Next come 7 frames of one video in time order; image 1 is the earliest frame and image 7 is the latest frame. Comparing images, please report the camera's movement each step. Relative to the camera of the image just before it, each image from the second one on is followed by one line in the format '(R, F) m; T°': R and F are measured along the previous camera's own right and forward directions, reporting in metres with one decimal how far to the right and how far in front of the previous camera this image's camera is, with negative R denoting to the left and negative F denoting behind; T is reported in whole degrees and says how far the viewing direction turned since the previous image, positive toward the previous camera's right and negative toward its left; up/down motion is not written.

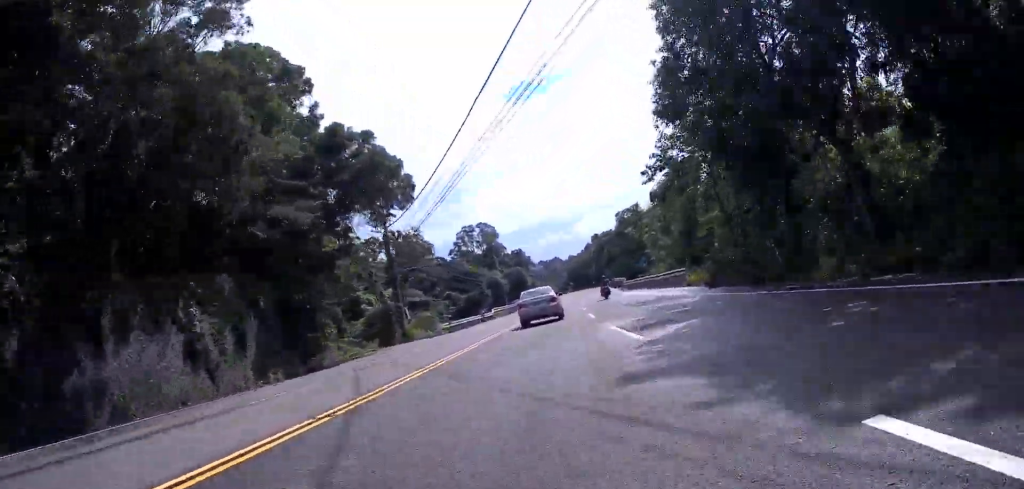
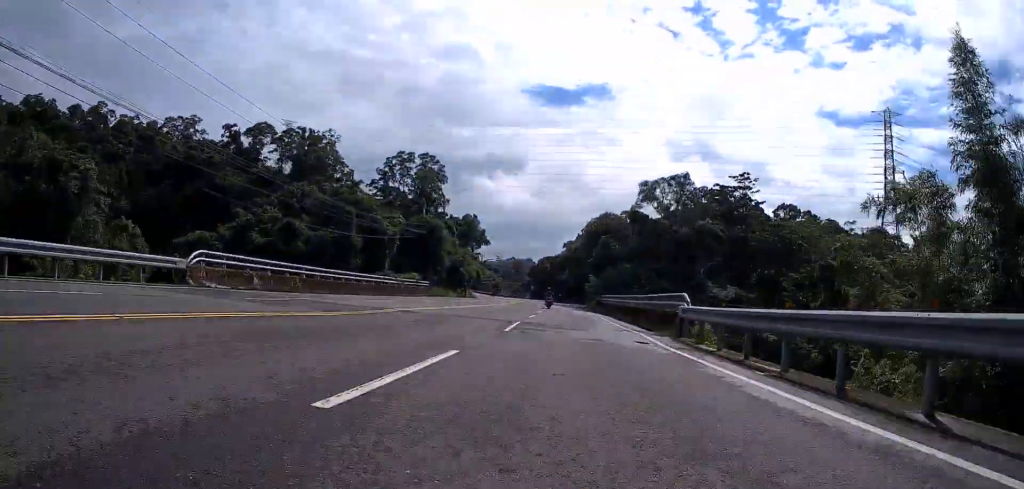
(+1.4, +55.5) m; 0°
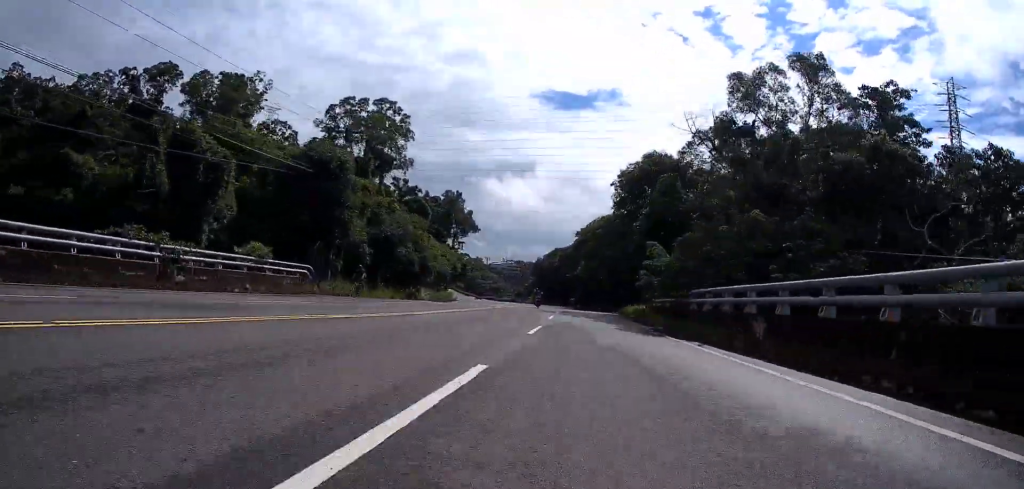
(-1.0, +31.8) m; -3°
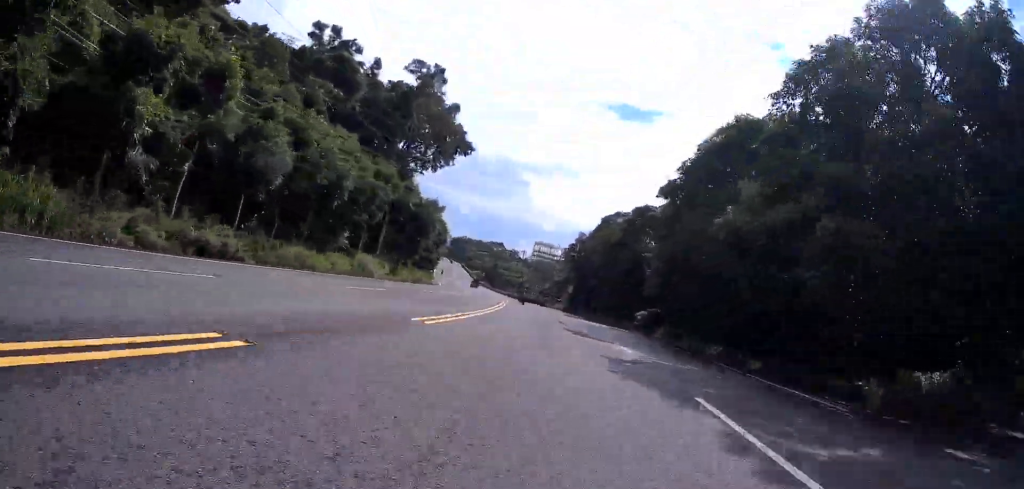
(-0.6, +49.3) m; -2°
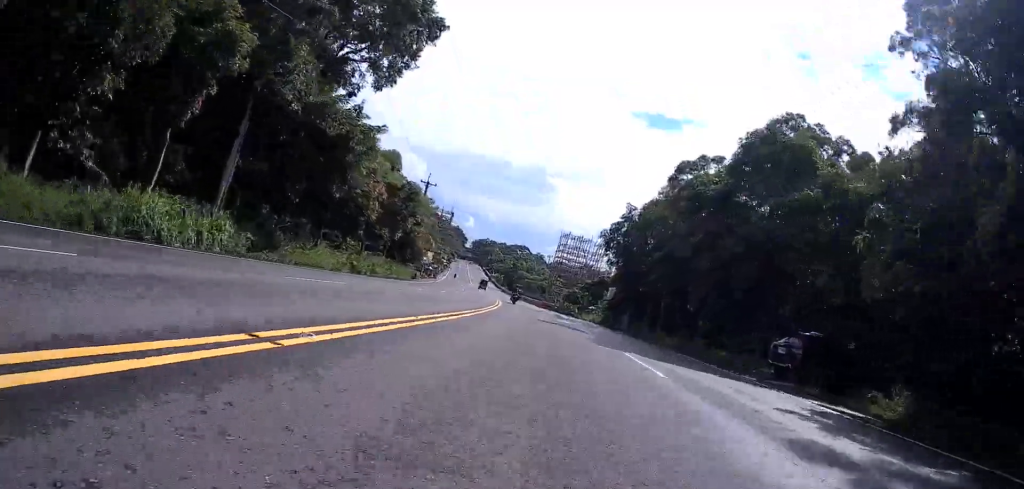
(+0.3, +23.9) m; -3°
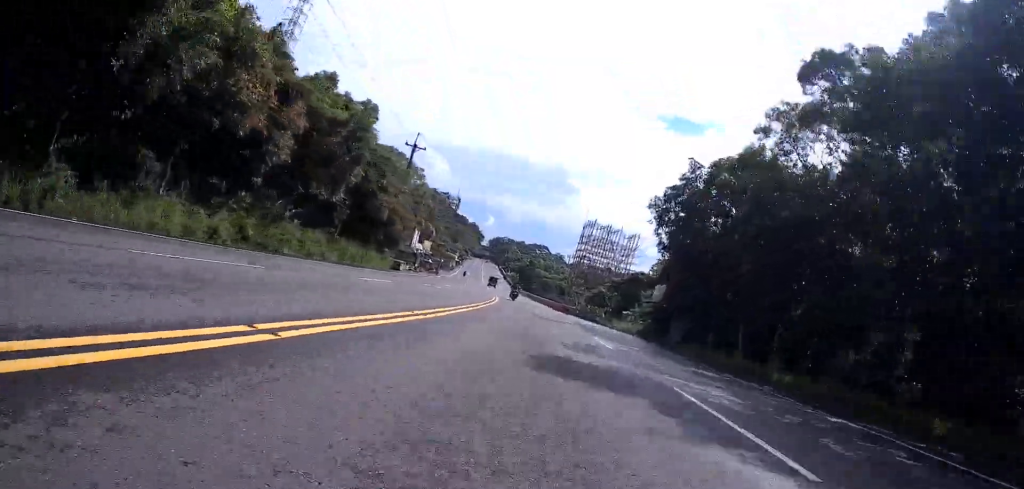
(-1.1, +15.0) m; -2°
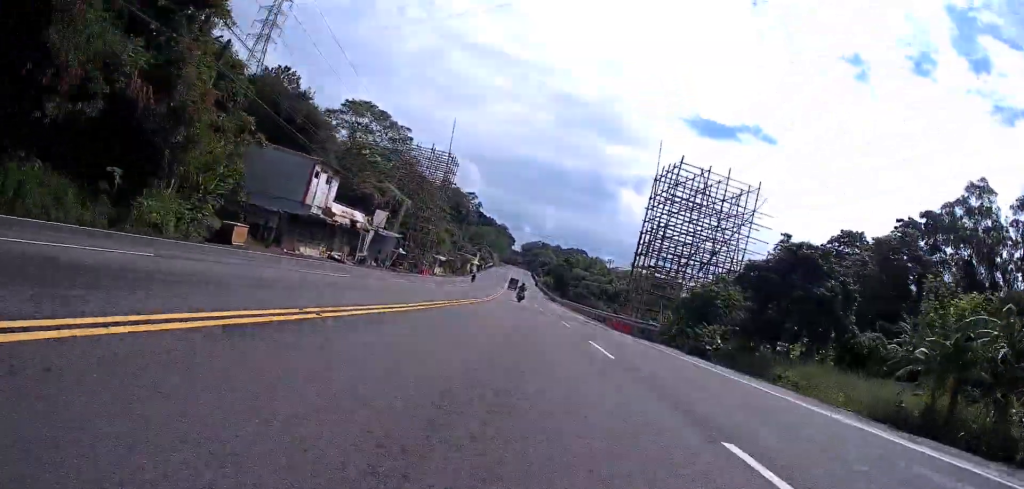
(-1.3, +33.3) m; -3°
